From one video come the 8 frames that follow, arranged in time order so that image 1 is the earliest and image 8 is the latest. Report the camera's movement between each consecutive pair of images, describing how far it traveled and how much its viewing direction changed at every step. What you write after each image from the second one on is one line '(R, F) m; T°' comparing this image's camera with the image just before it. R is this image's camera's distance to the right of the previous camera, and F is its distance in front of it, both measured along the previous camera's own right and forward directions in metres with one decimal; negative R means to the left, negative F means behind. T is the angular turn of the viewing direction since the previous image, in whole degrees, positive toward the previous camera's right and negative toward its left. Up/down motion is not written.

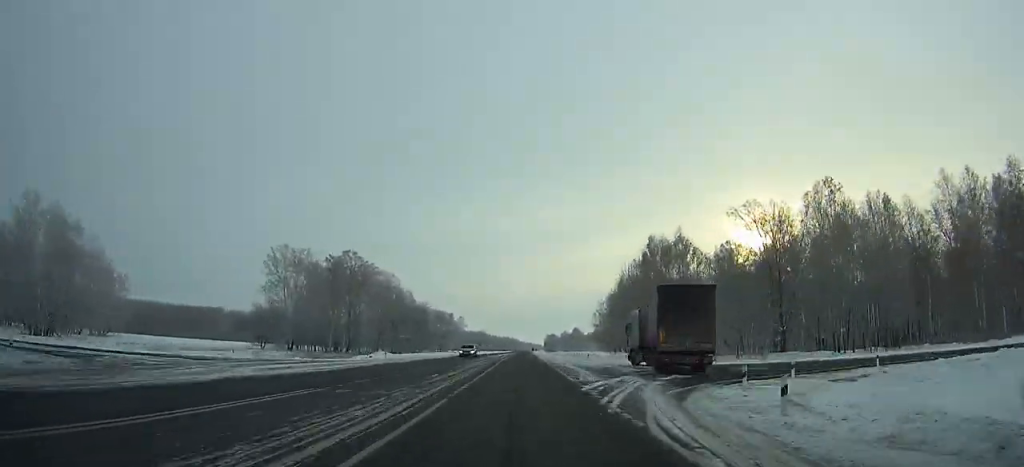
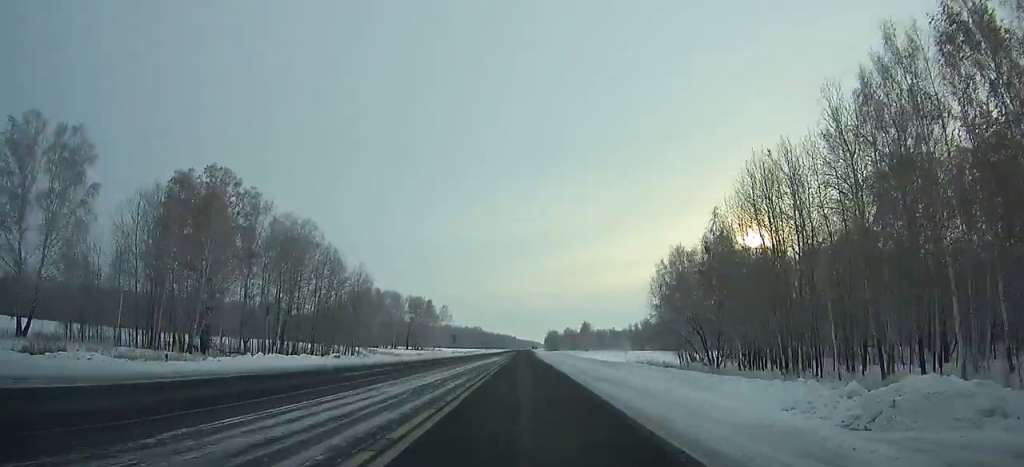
(+0.2, +59.1) m; 0°
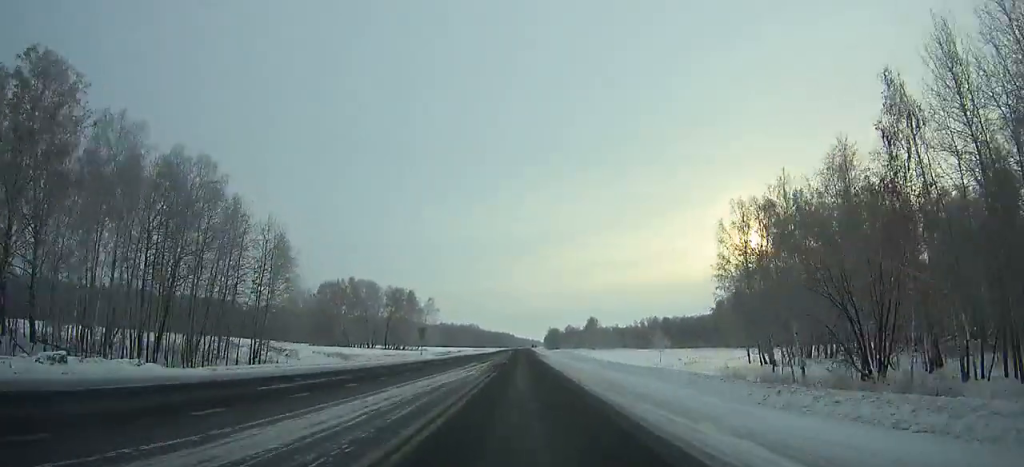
(+0.1, +31.8) m; 0°
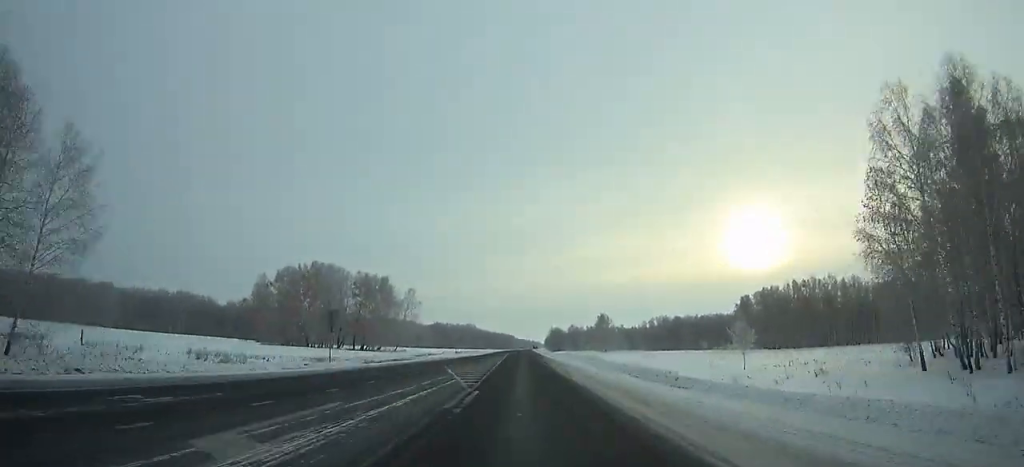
(-0.1, +34.2) m; 0°
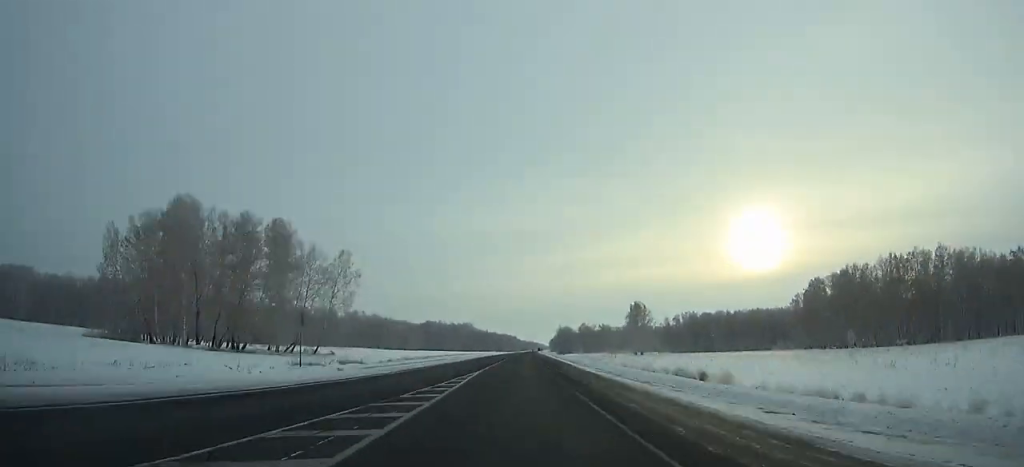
(+0.1, +64.1) m; 0°
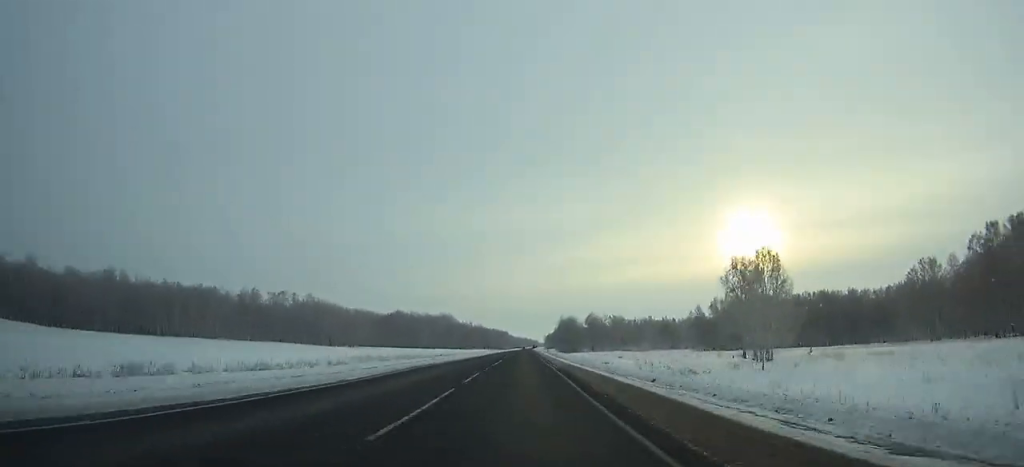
(+0.3, +89.9) m; 0°
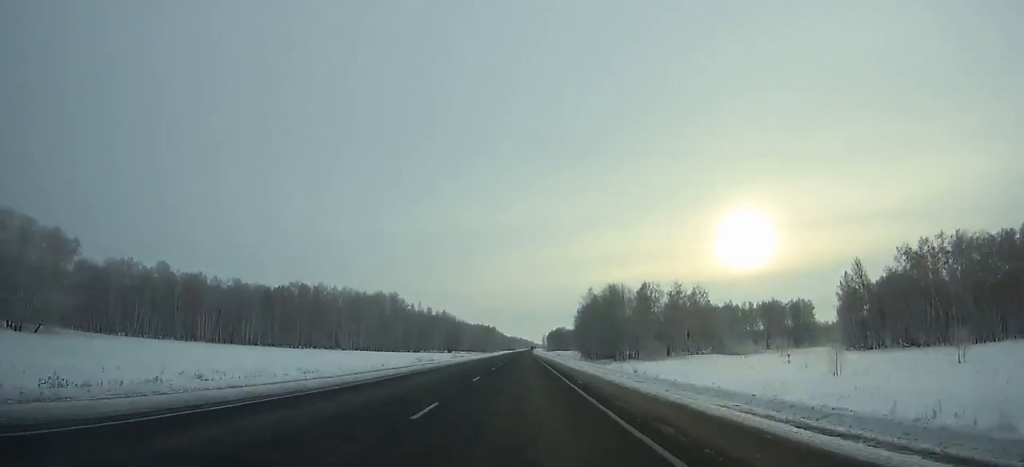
(+0.8, +163.0) m; 0°
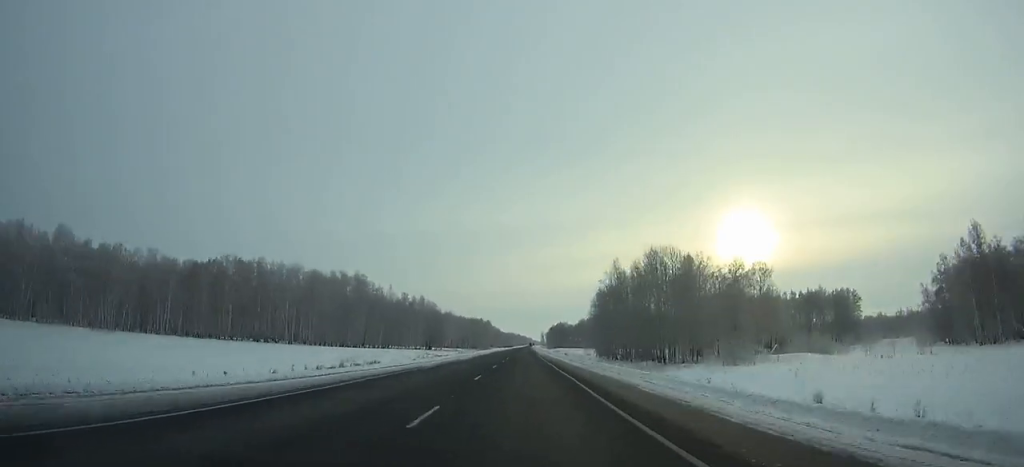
(+0.1, +49.3) m; 0°
